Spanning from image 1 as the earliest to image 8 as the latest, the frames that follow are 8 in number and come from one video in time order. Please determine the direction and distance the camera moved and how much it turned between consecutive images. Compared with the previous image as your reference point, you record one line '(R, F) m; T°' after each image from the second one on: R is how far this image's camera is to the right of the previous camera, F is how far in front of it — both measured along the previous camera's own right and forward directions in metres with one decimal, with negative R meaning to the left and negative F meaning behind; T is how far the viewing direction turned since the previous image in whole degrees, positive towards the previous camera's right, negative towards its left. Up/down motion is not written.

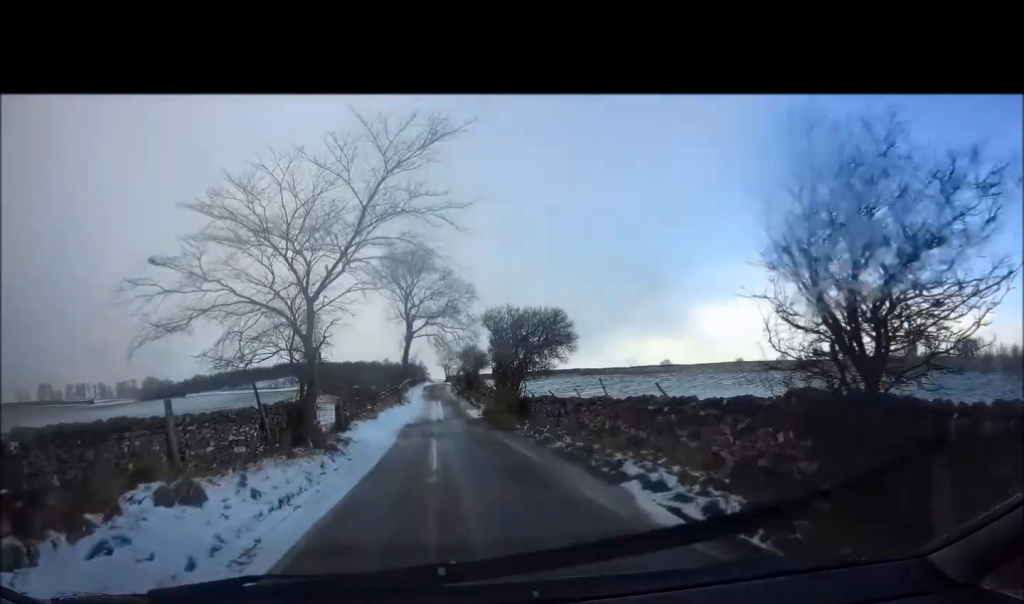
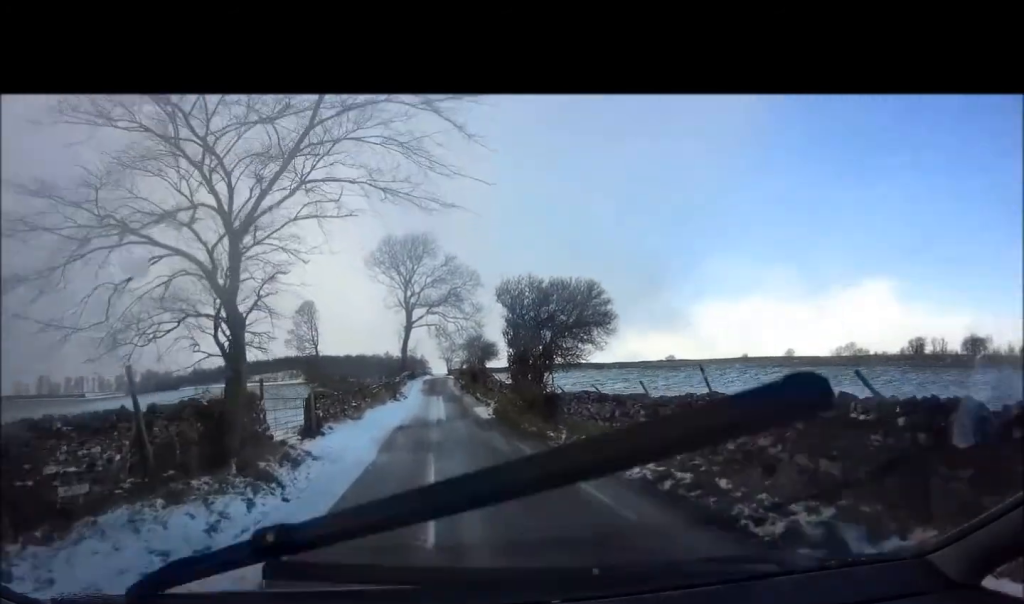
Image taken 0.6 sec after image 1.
(0.0, +4.4) m; 0°
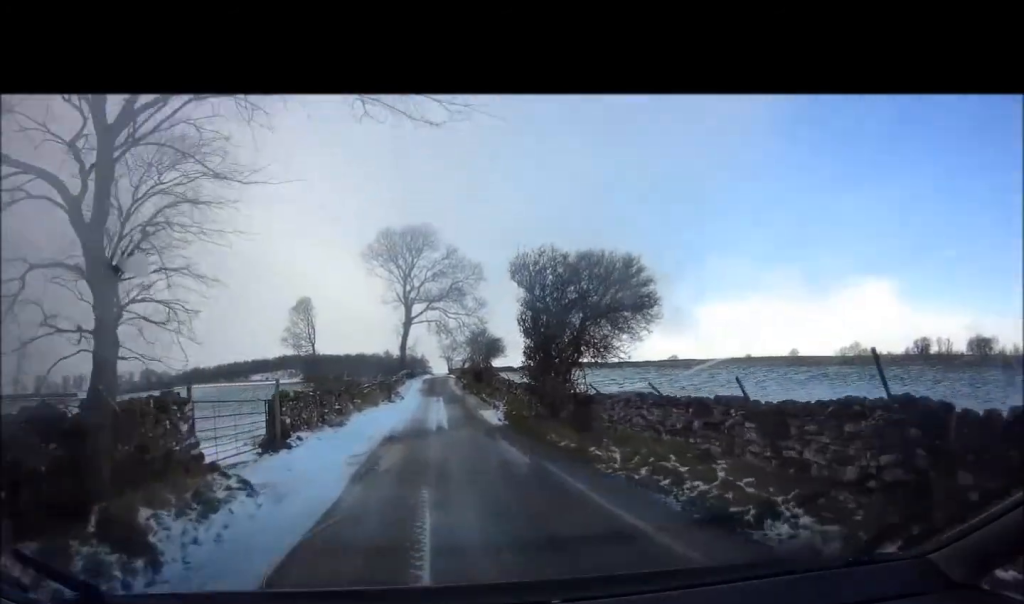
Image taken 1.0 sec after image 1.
(0.0, +3.1) m; 0°
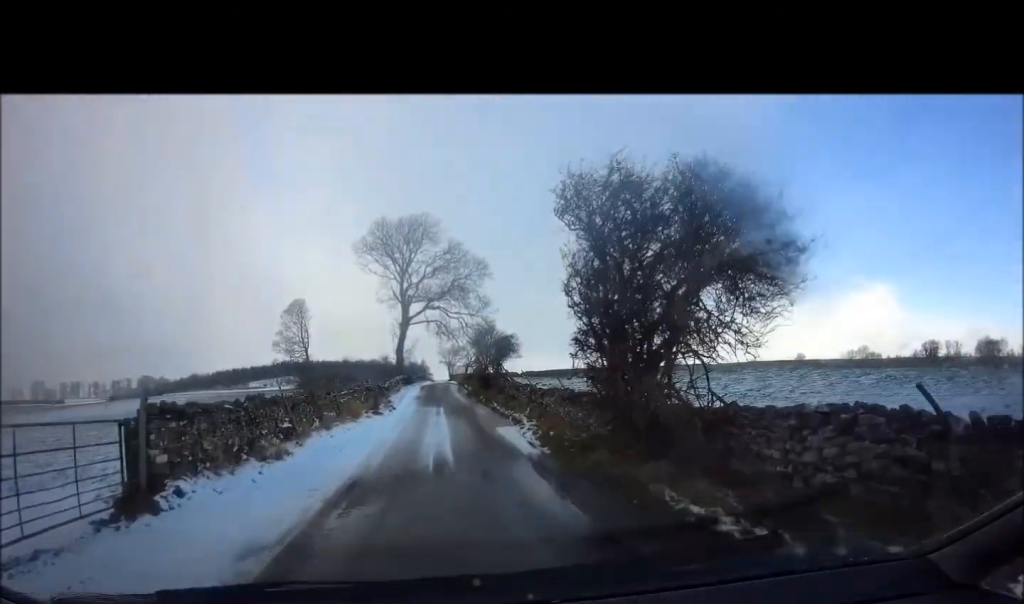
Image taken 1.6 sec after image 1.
(0.0, +5.4) m; 0°
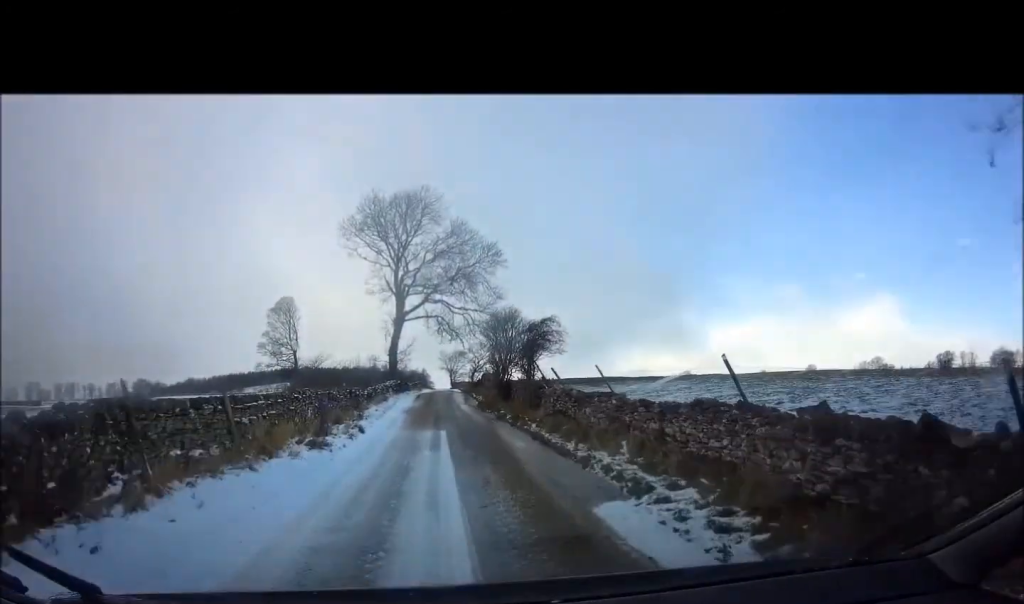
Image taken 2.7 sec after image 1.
(0.0, +9.5) m; +1°
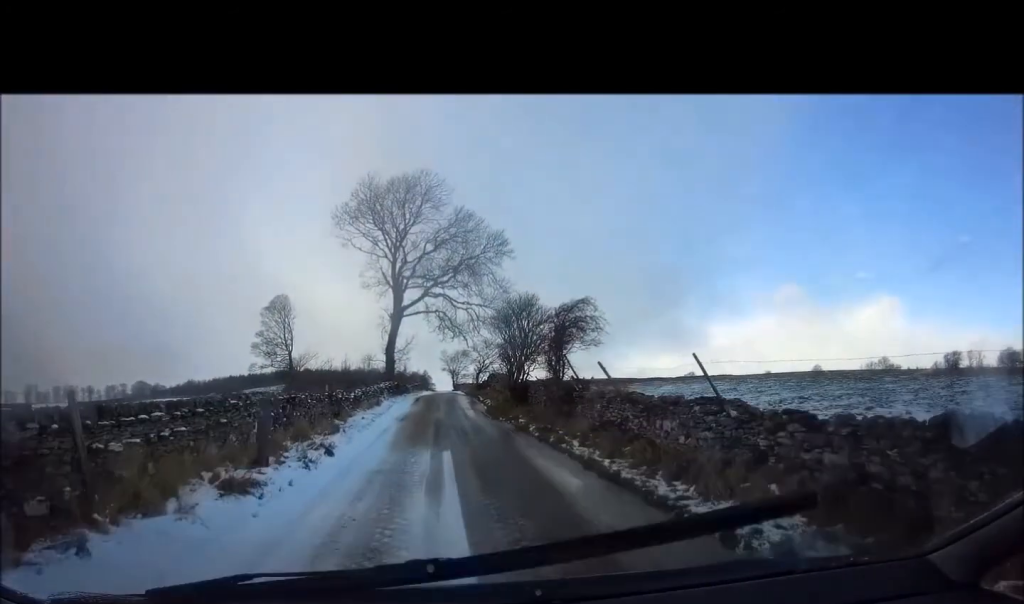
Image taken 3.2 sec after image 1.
(0.0, +4.4) m; +1°
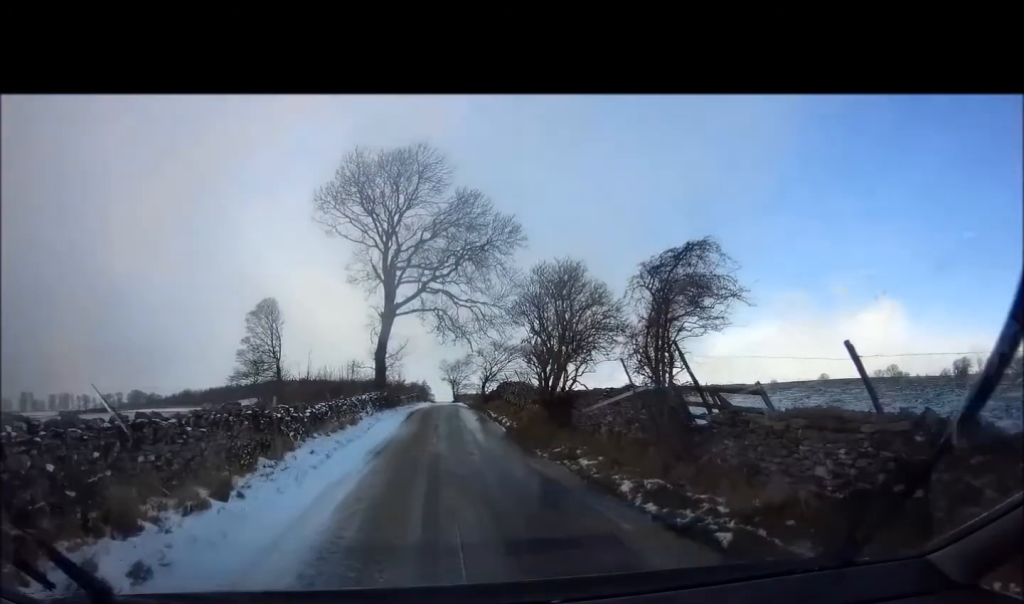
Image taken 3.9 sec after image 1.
(+0.1, +7.4) m; 0°
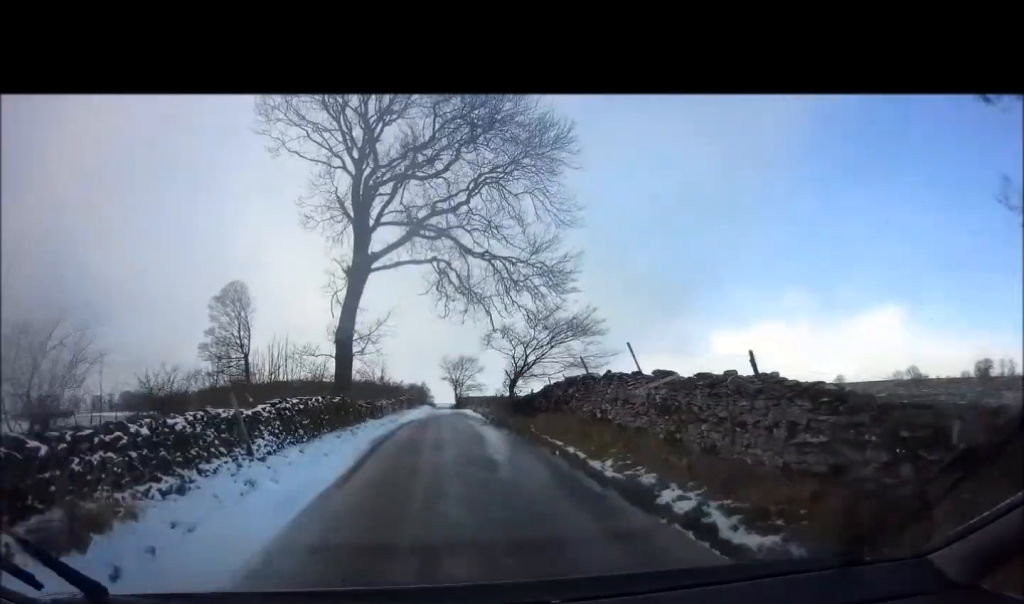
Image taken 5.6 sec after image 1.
(-0.3, +16.0) m; -3°
